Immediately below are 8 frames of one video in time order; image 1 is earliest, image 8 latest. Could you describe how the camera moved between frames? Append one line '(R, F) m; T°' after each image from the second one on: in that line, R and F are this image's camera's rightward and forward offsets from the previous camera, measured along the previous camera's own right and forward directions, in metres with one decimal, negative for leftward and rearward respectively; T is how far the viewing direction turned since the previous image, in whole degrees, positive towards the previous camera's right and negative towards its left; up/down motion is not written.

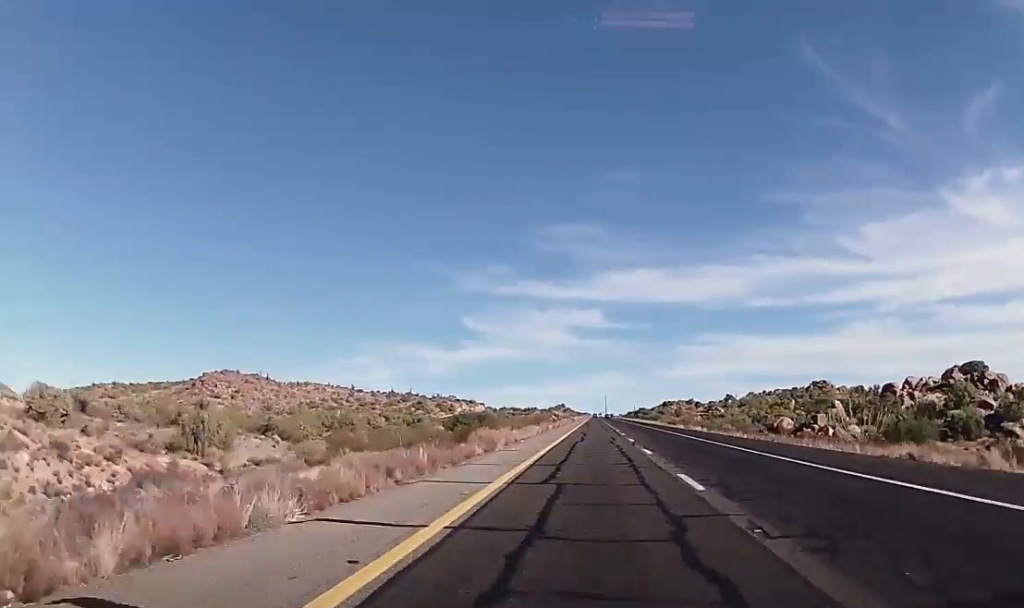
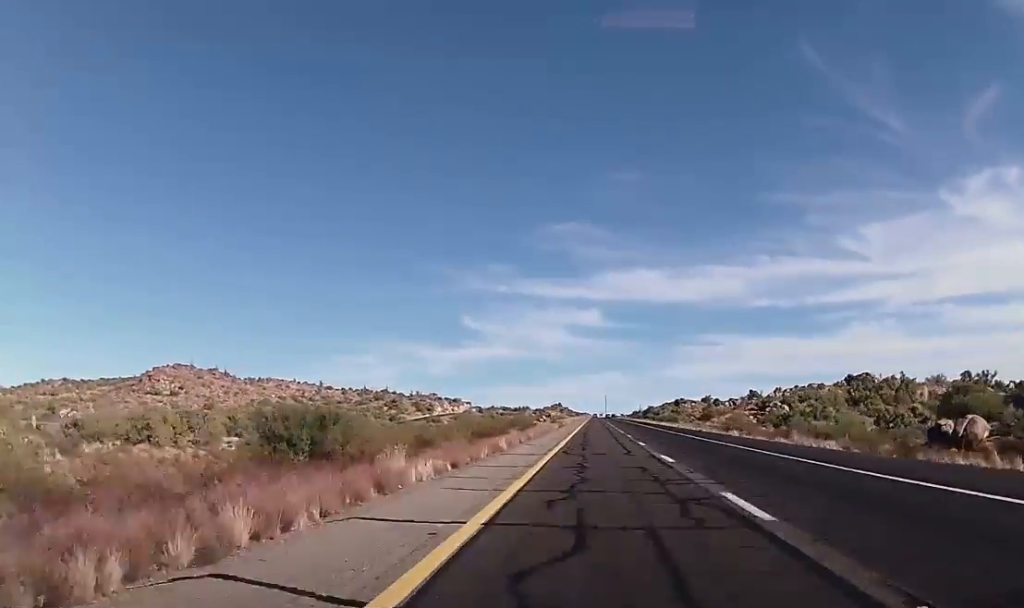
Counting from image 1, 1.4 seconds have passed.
(-0.4, +52.0) m; 0°
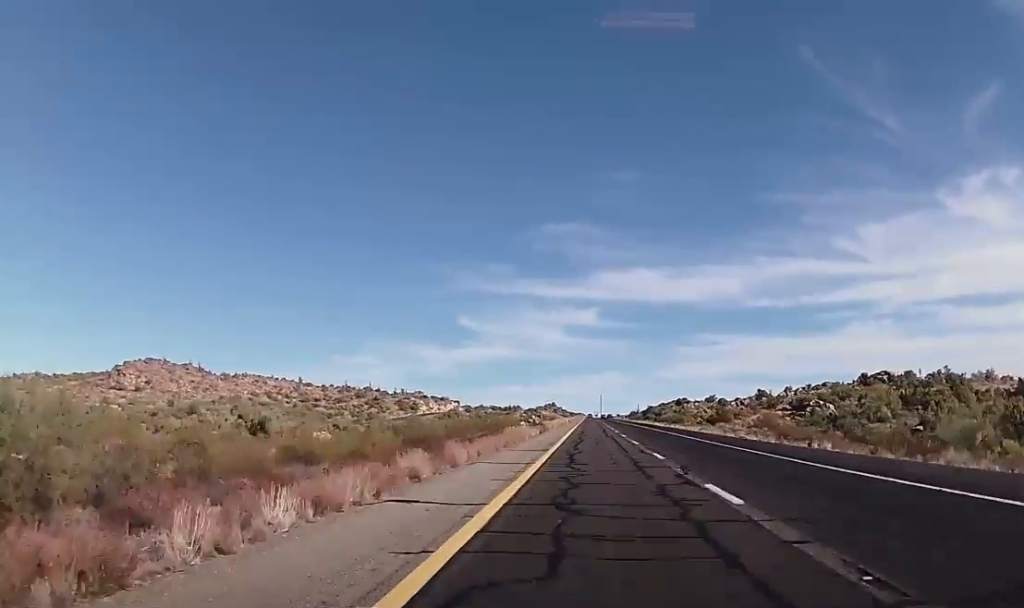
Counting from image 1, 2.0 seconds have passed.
(+0.4, +22.3) m; 0°
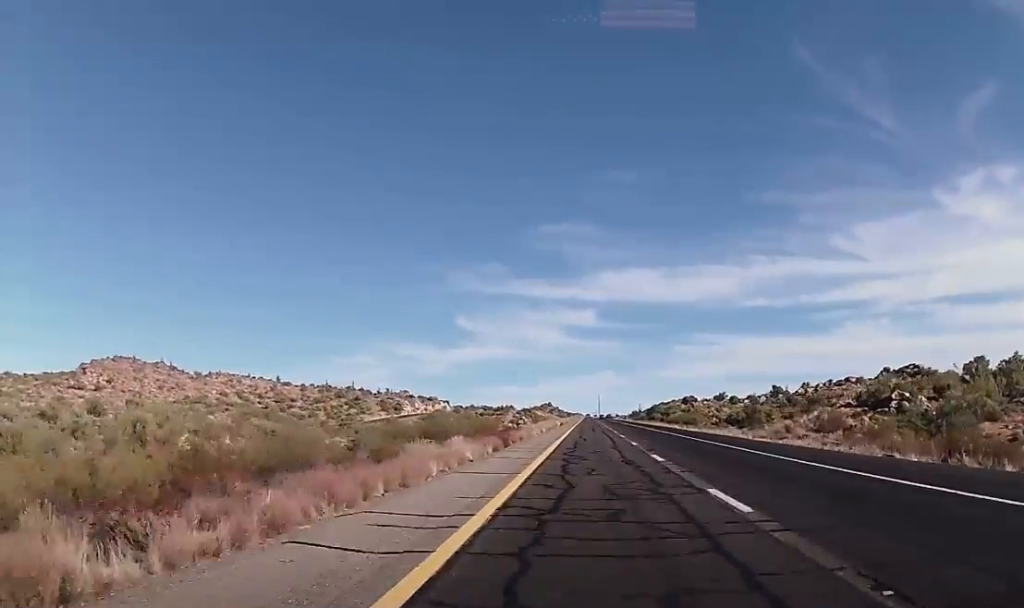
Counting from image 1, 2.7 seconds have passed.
(-0.3, +24.8) m; 0°
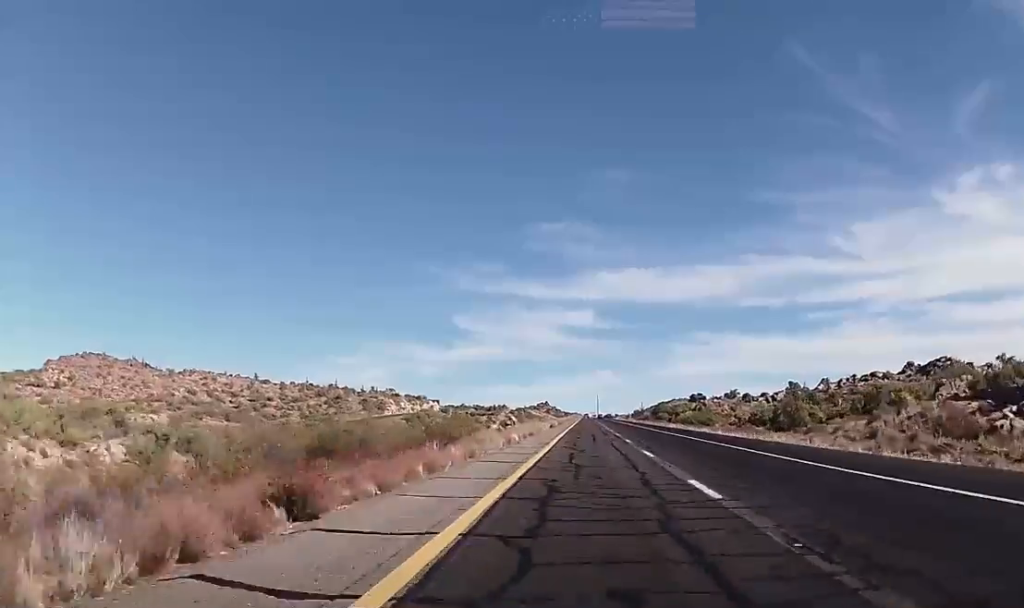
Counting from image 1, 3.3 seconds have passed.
(-0.2, +22.4) m; 0°
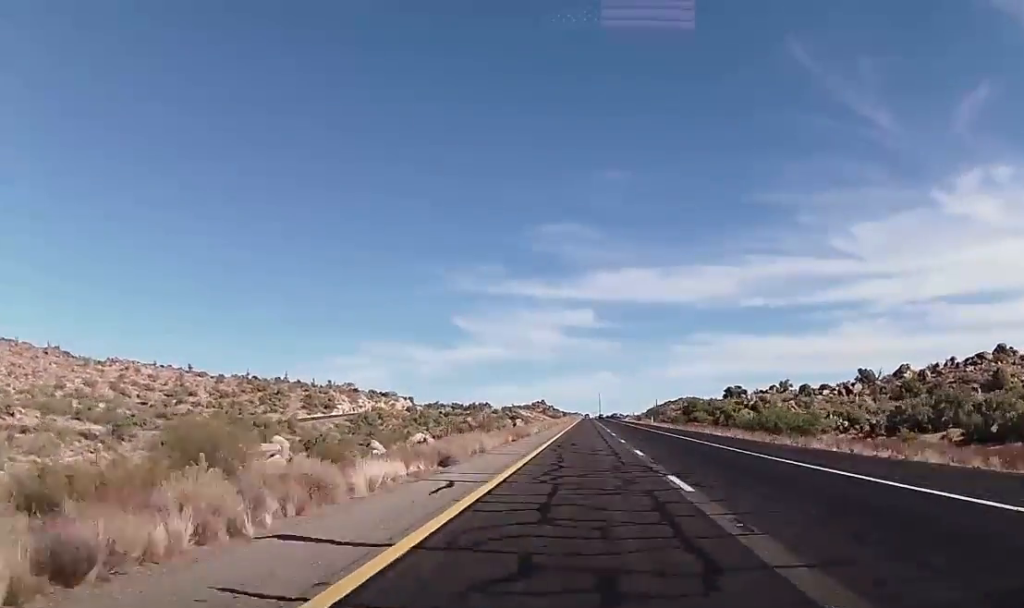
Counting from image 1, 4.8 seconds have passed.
(+0.8, +57.5) m; +1°
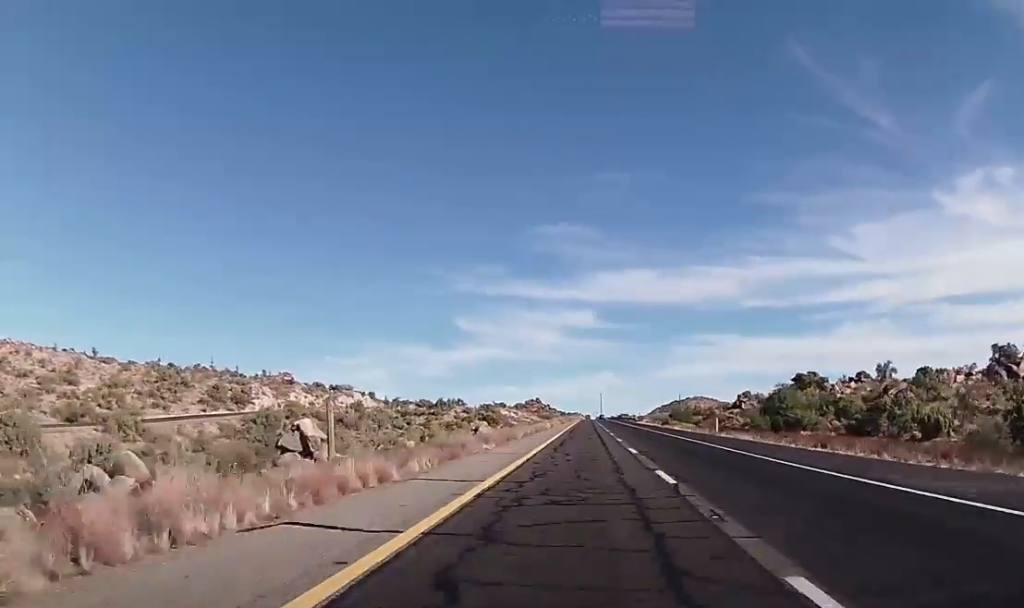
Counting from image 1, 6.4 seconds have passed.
(-0.1, +58.9) m; 0°
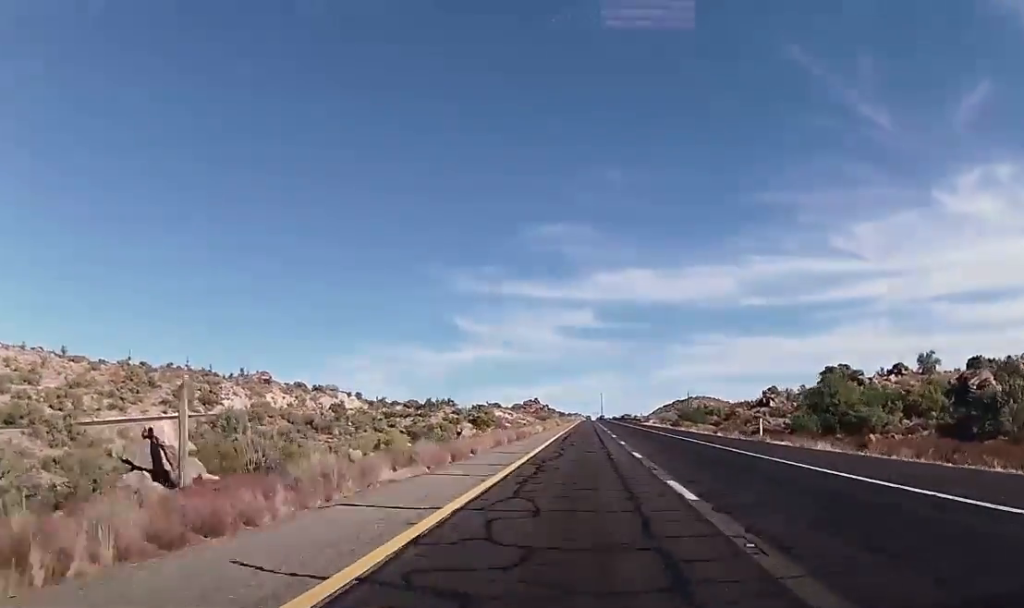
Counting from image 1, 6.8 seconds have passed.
(+0.1, +15.1) m; 0°
